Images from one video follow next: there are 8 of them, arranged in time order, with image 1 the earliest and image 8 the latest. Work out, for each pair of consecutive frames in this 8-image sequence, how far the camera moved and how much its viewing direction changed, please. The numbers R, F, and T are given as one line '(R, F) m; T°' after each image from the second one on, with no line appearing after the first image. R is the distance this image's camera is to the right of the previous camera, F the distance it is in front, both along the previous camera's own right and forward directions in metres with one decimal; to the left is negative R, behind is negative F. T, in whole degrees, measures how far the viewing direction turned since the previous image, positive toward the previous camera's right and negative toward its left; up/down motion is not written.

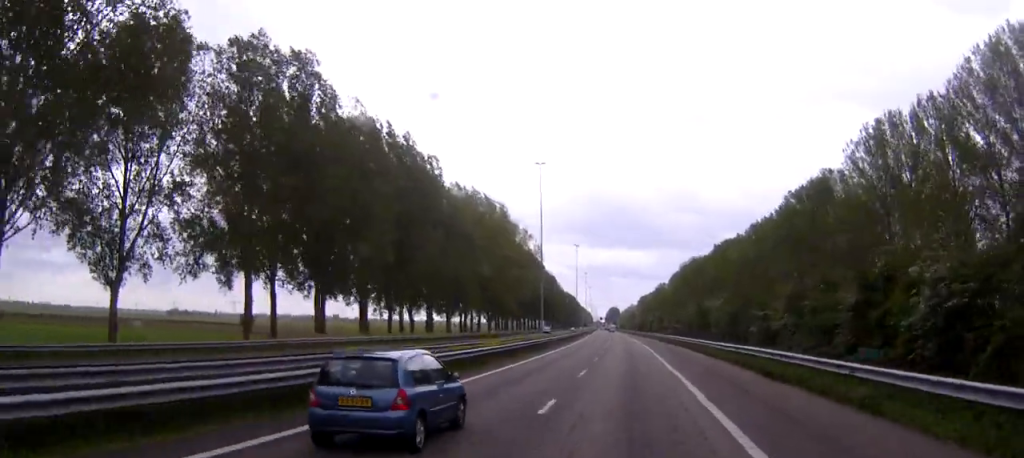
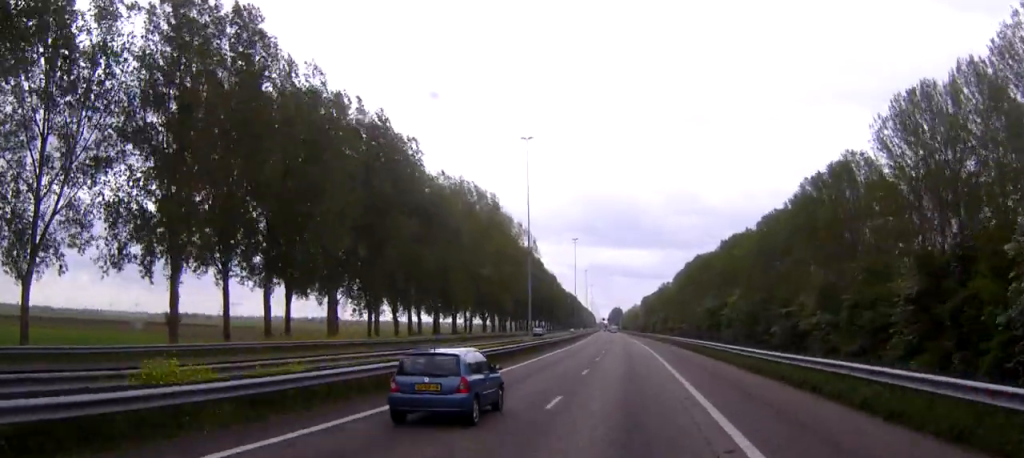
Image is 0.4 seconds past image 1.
(+0.1, +10.3) m; 0°
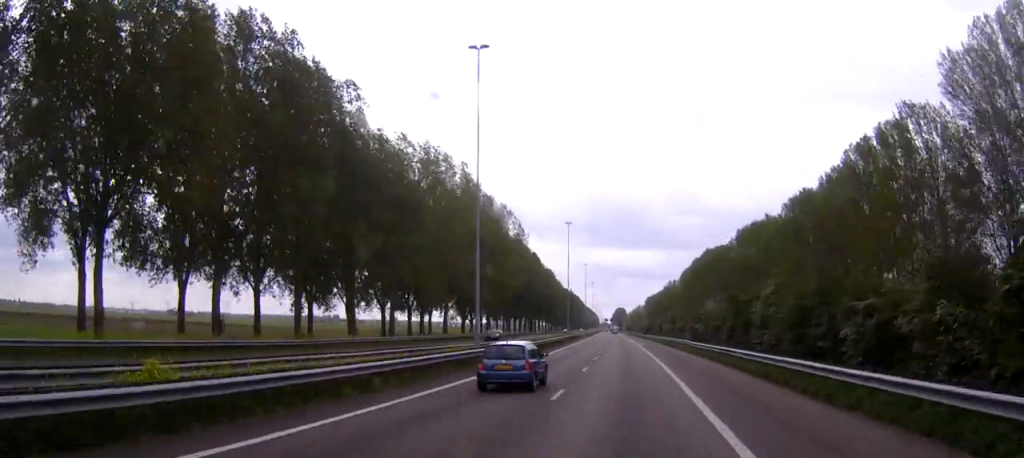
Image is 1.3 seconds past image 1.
(+0.1, +21.7) m; 0°
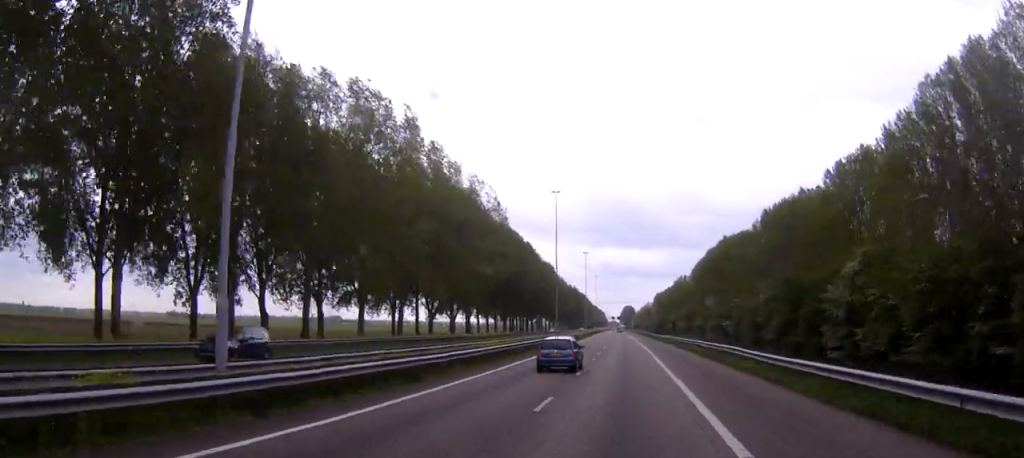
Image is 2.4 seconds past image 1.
(-0.1, +26.7) m; 0°
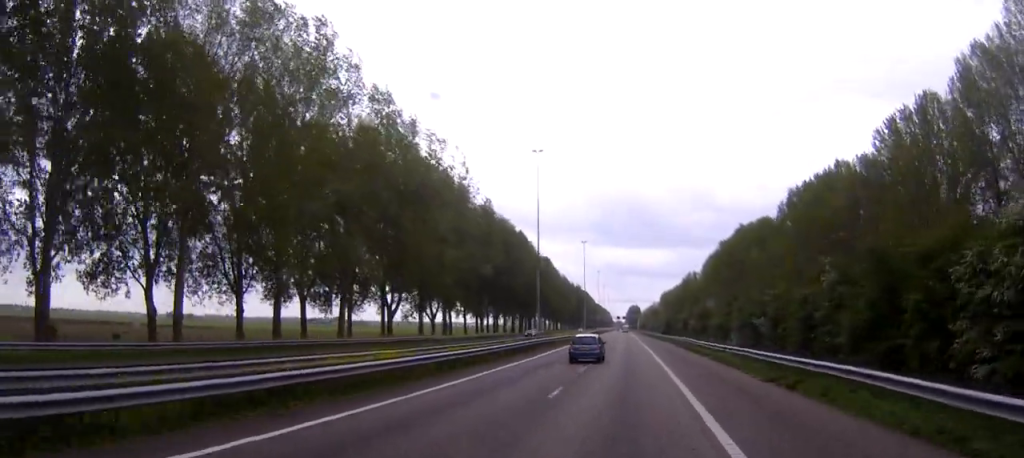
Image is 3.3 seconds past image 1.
(+0.1, +21.0) m; 0°
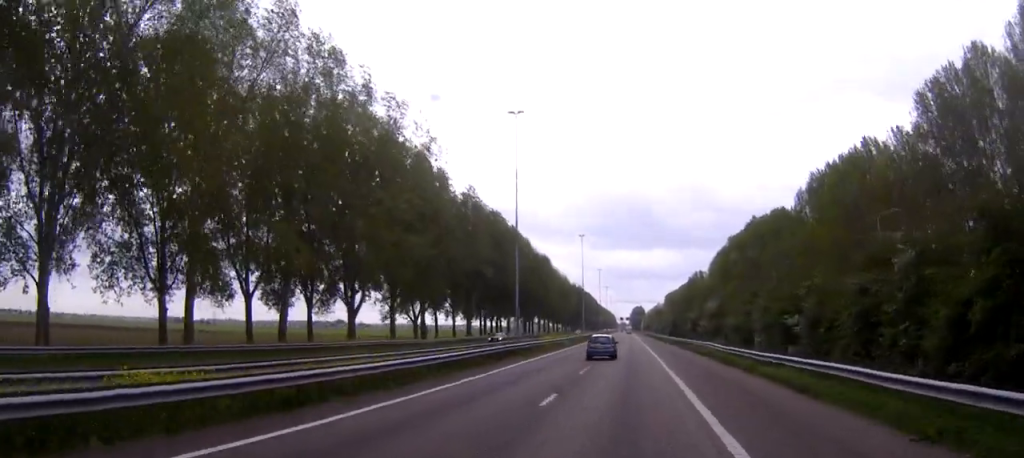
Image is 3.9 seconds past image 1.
(0.0, +13.6) m; 0°
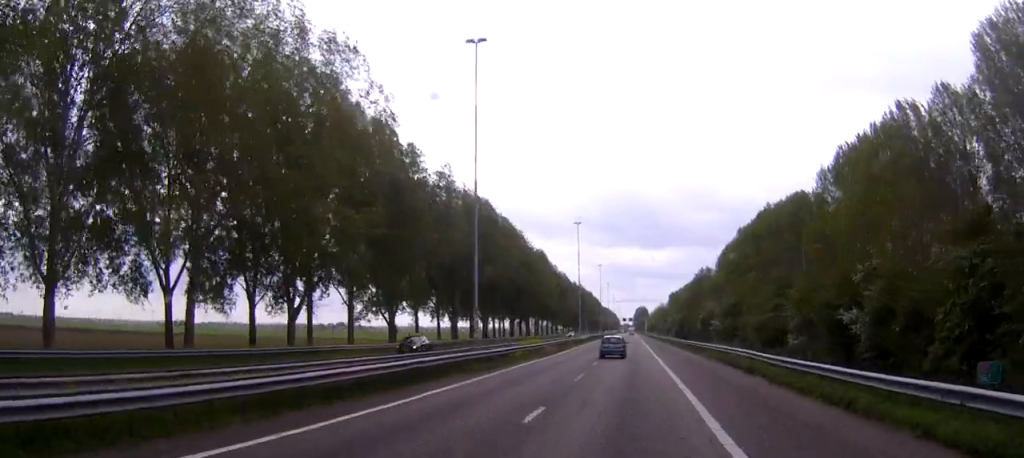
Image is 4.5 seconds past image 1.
(-0.1, +14.4) m; -1°
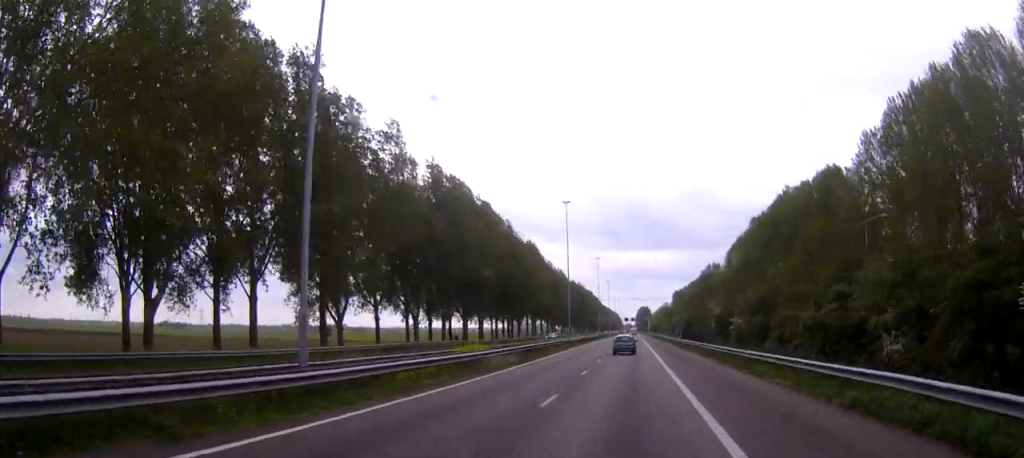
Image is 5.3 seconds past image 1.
(-0.1, +20.9) m; 0°
